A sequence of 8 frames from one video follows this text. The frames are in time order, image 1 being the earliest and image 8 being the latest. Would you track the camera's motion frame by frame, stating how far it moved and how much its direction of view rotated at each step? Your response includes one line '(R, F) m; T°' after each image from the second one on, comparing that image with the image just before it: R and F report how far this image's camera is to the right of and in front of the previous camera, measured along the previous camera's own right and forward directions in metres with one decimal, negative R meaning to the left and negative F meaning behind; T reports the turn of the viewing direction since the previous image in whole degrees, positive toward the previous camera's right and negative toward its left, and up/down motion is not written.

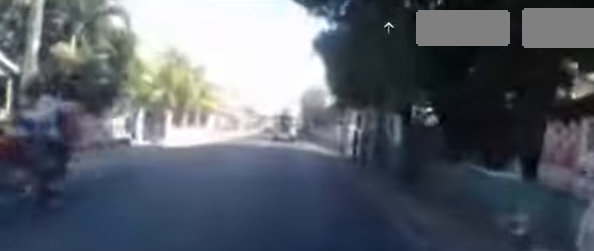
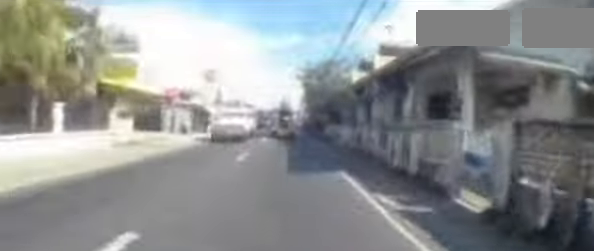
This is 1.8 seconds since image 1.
(+0.1, +15.8) m; +1°
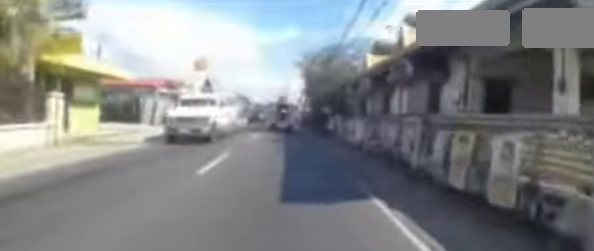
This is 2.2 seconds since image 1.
(0.0, +3.7) m; 0°
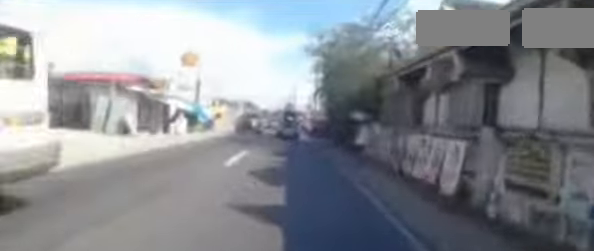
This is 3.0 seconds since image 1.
(0.0, +7.0) m; -2°
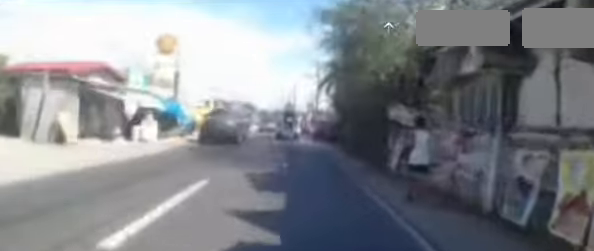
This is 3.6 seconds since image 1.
(0.0, +5.1) m; -1°
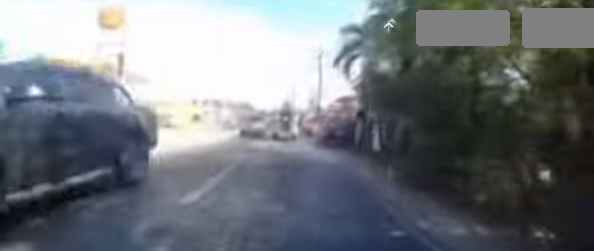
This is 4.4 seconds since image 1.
(-0.4, +7.3) m; 0°
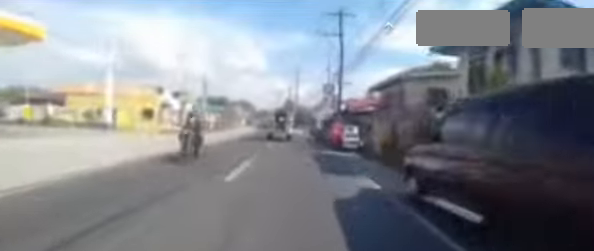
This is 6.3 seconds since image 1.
(+0.9, +16.4) m; +1°
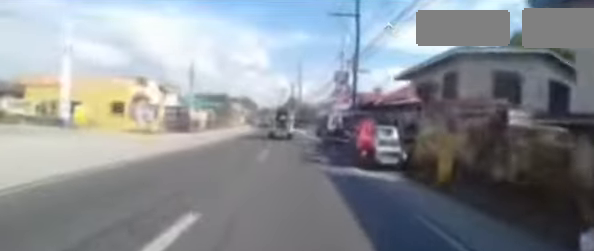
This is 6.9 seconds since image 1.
(-0.2, +5.2) m; -2°
